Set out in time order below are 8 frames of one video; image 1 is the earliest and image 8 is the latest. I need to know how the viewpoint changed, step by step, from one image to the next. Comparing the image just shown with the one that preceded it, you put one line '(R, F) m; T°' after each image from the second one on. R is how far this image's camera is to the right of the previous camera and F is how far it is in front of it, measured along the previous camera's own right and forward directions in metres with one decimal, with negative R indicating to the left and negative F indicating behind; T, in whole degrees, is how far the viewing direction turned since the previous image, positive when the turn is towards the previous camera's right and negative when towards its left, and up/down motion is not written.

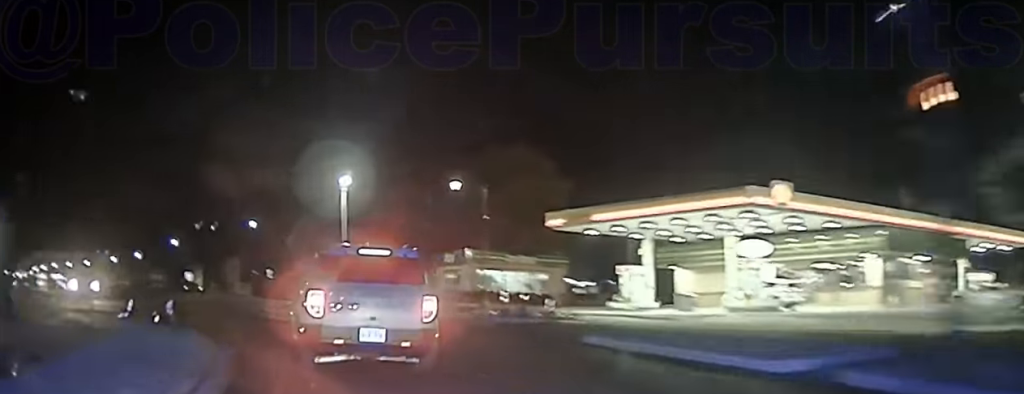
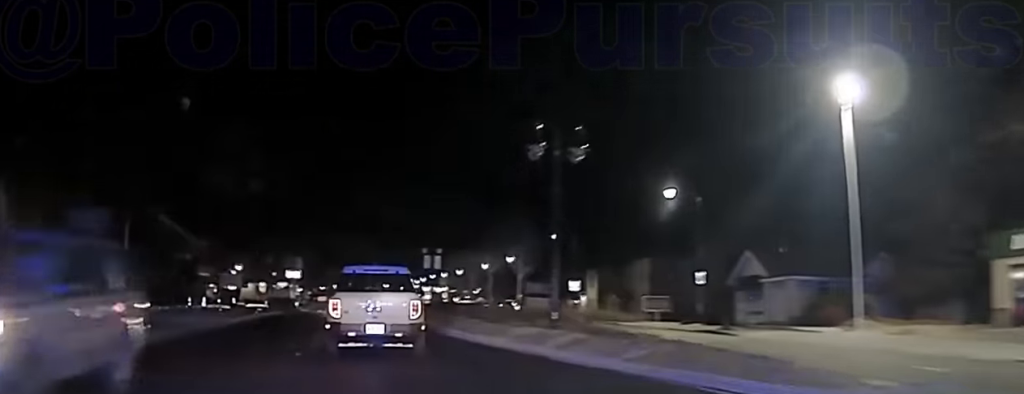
(-8.2, +36.8) m; -23°
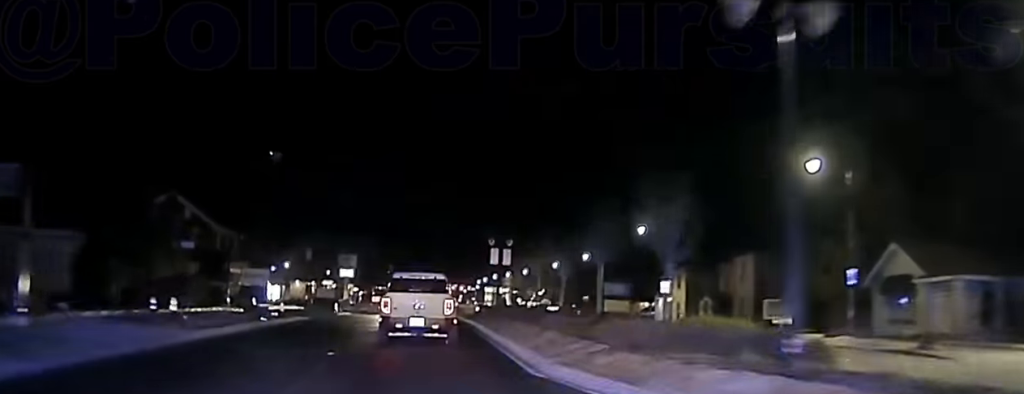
(-0.7, +12.3) m; -4°
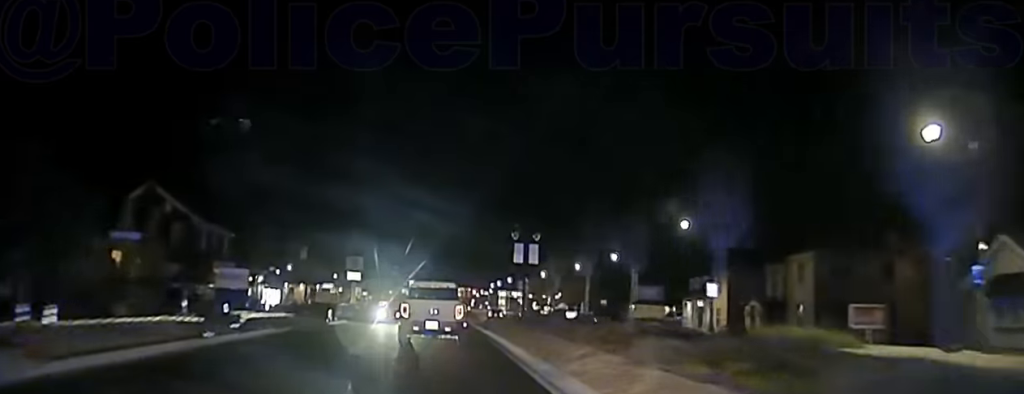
(-0.1, +11.1) m; 0°
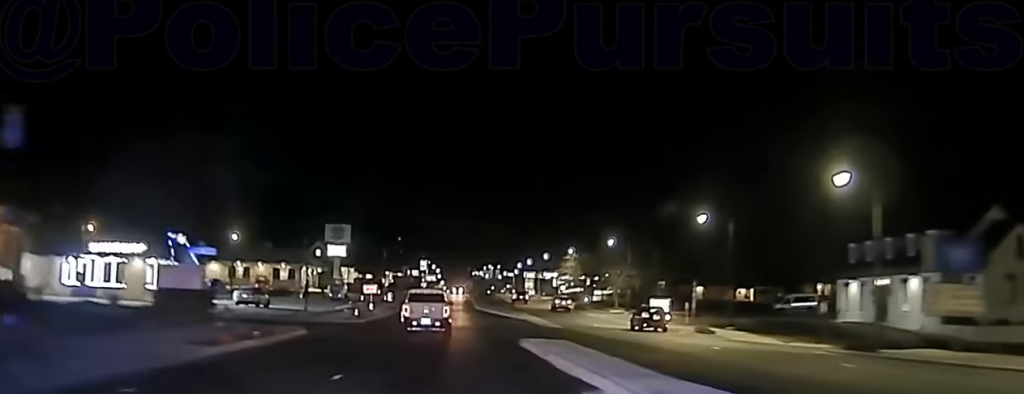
(-0.2, +49.8) m; 0°
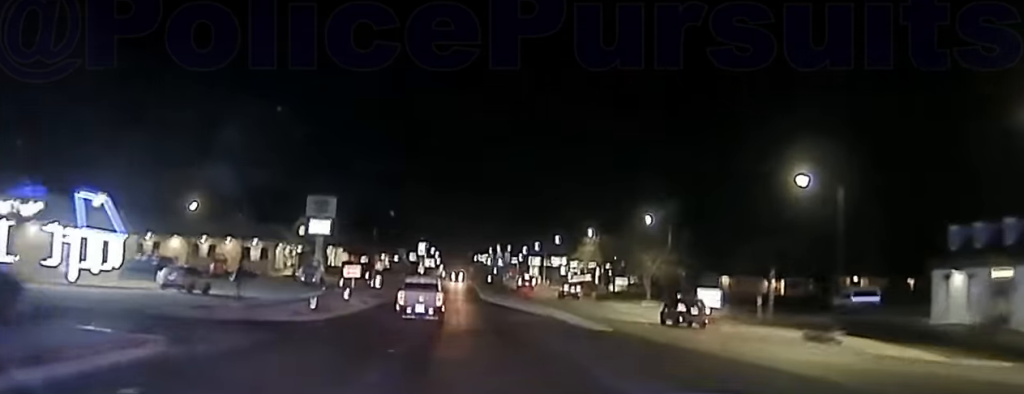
(0.0, +15.5) m; 0°
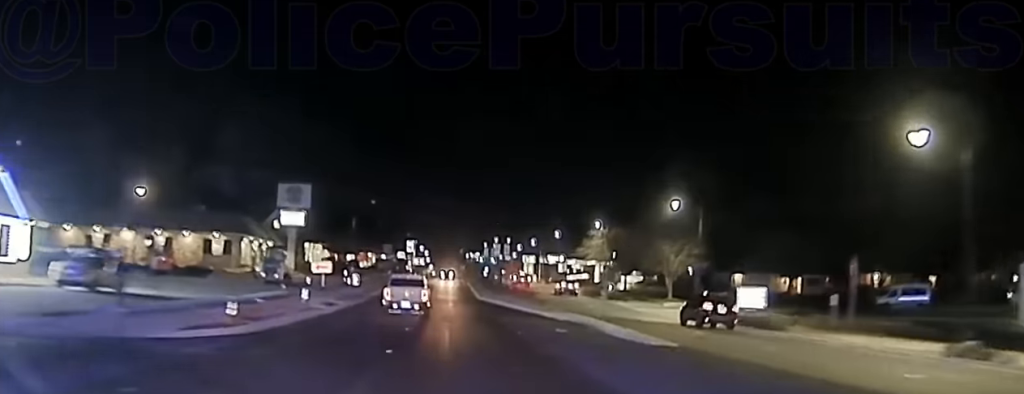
(+0.1, +10.4) m; 0°
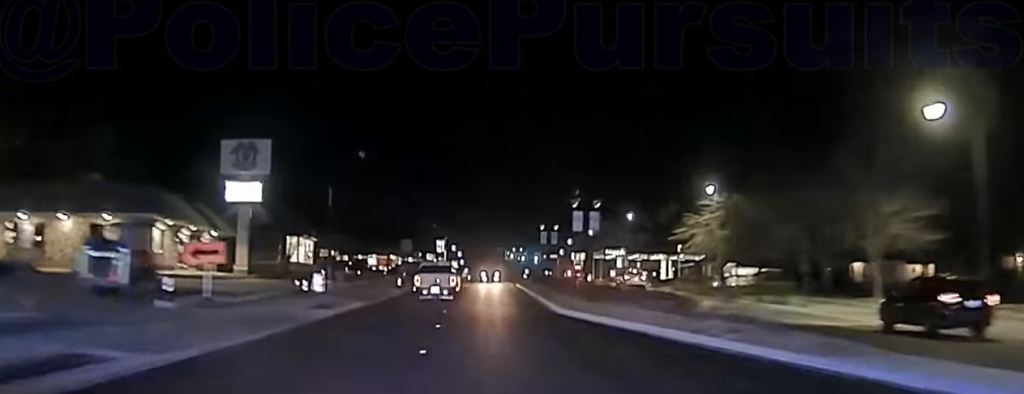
(+0.2, +29.7) m; 0°
